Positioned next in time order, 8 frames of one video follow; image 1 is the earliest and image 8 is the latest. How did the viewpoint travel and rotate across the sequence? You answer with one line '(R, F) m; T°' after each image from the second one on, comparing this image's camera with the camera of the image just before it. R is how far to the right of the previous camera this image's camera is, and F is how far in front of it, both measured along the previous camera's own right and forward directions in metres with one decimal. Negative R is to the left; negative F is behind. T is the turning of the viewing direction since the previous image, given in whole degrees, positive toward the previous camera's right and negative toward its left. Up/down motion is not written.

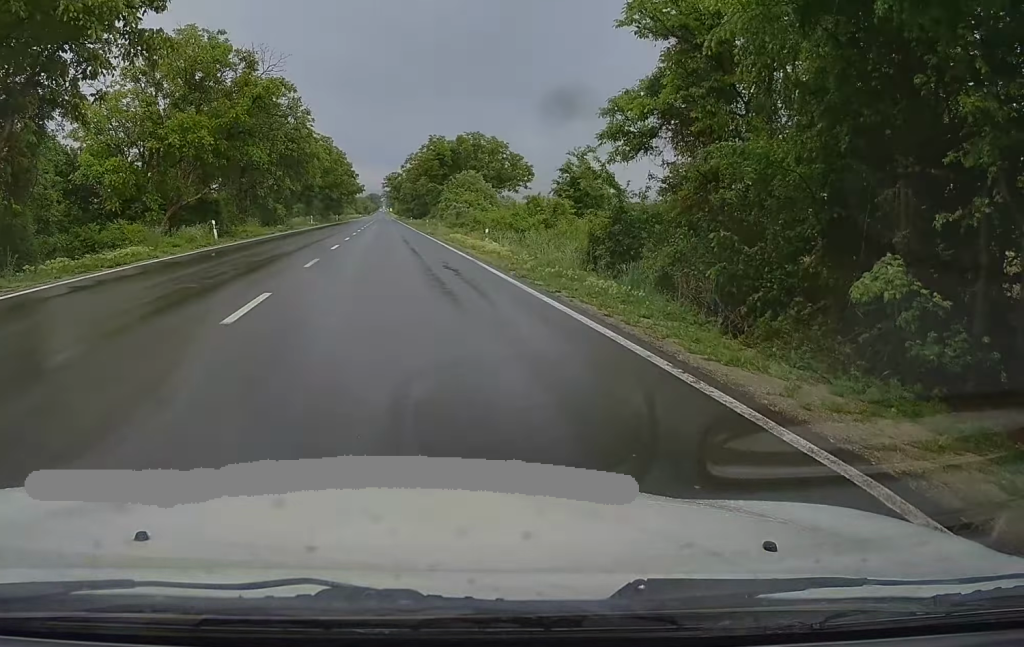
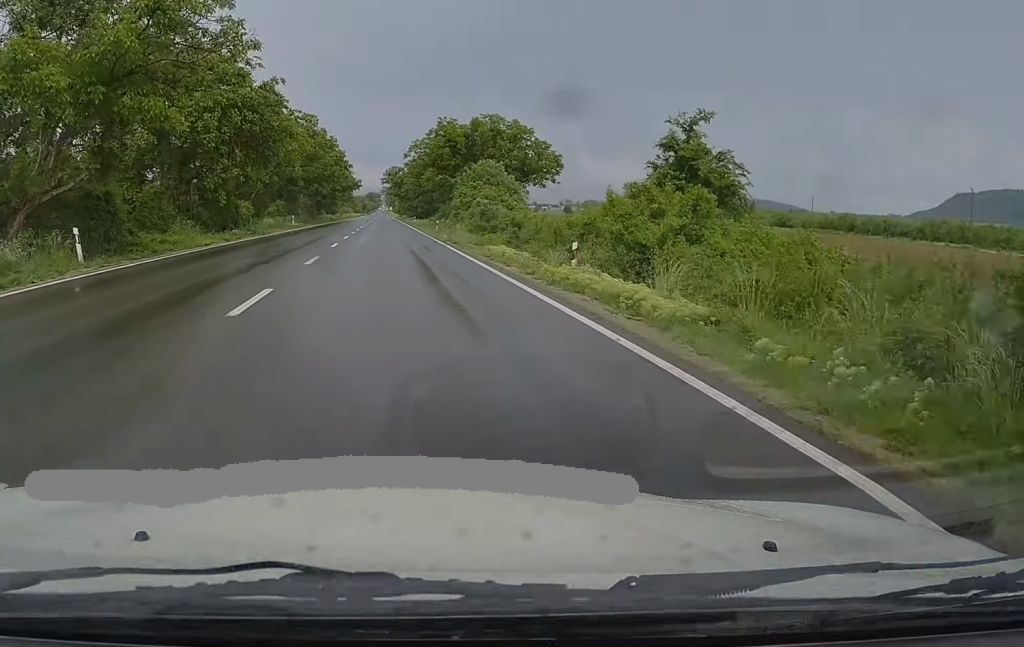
(+0.1, +17.3) m; 0°
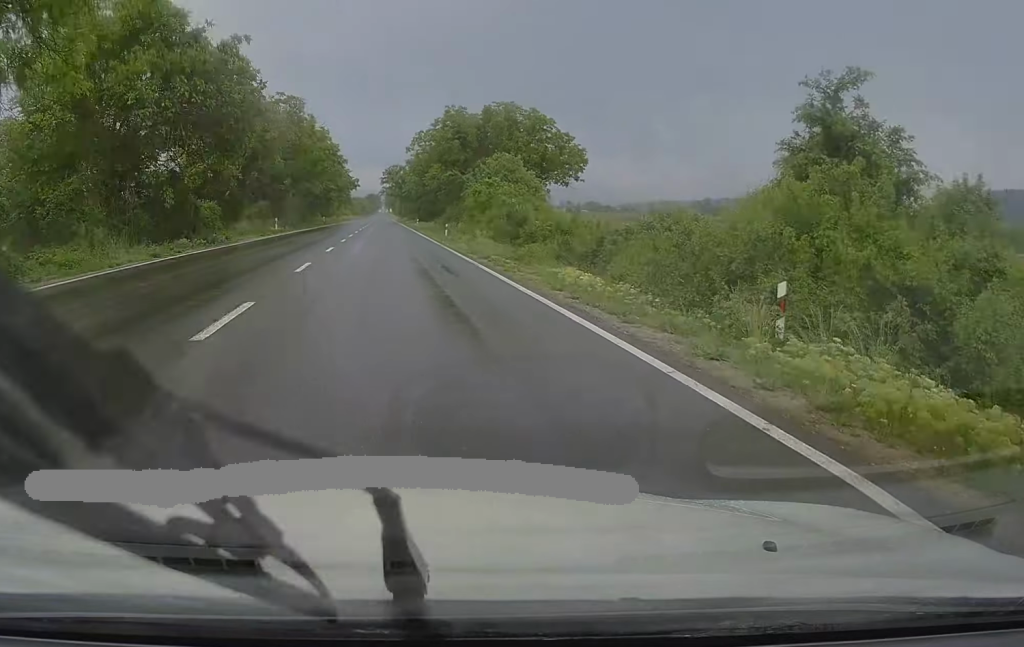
(+0.1, +10.7) m; 0°
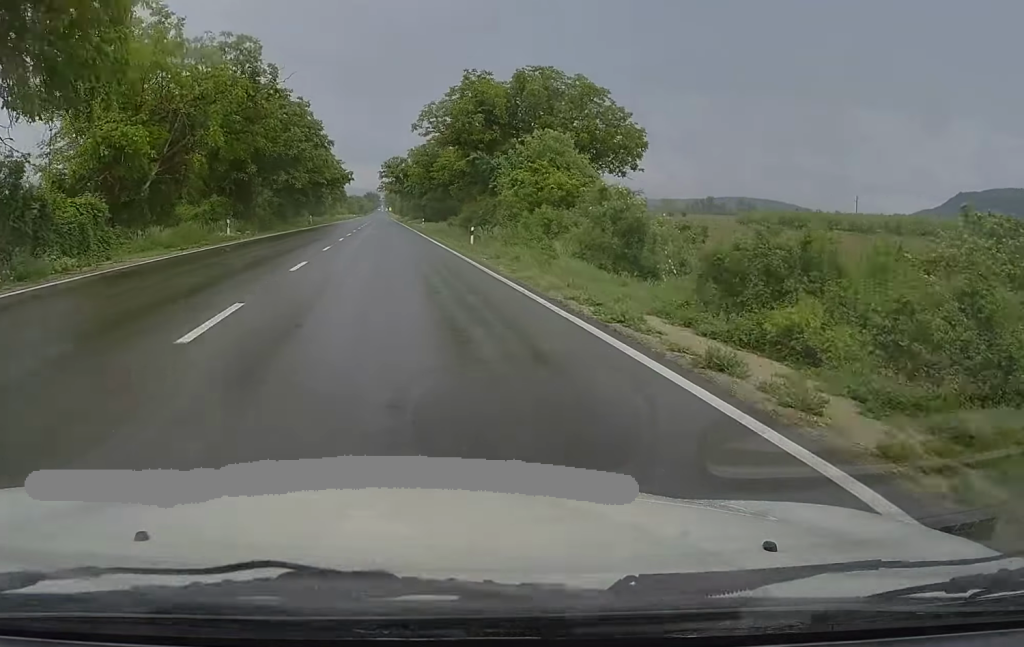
(-0.1, +17.9) m; 0°
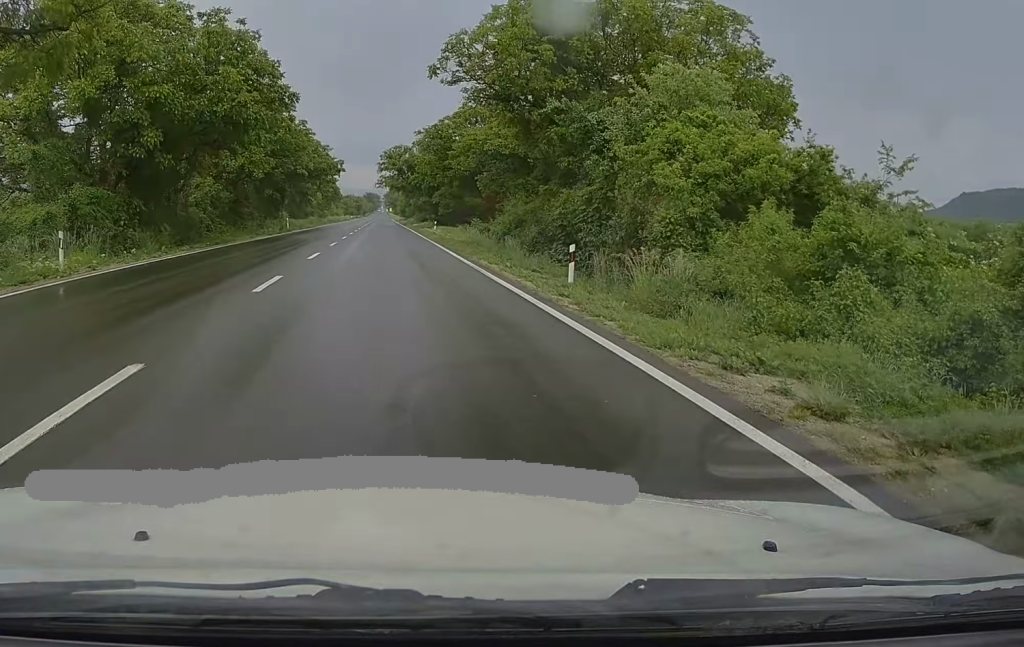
(-0.1, +21.8) m; 0°
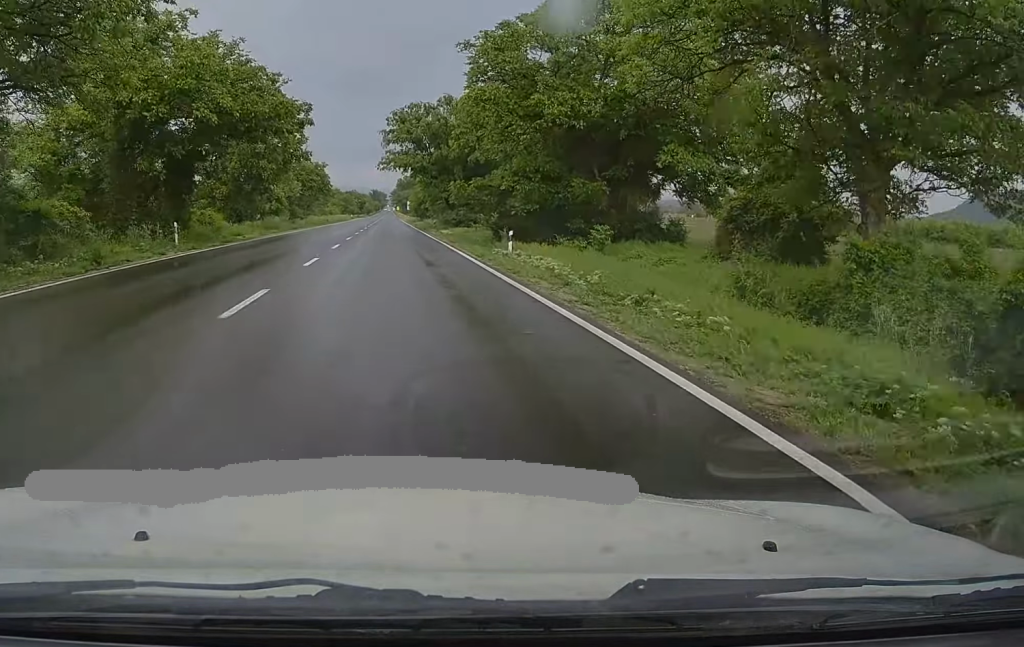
(-0.1, +38.4) m; 0°
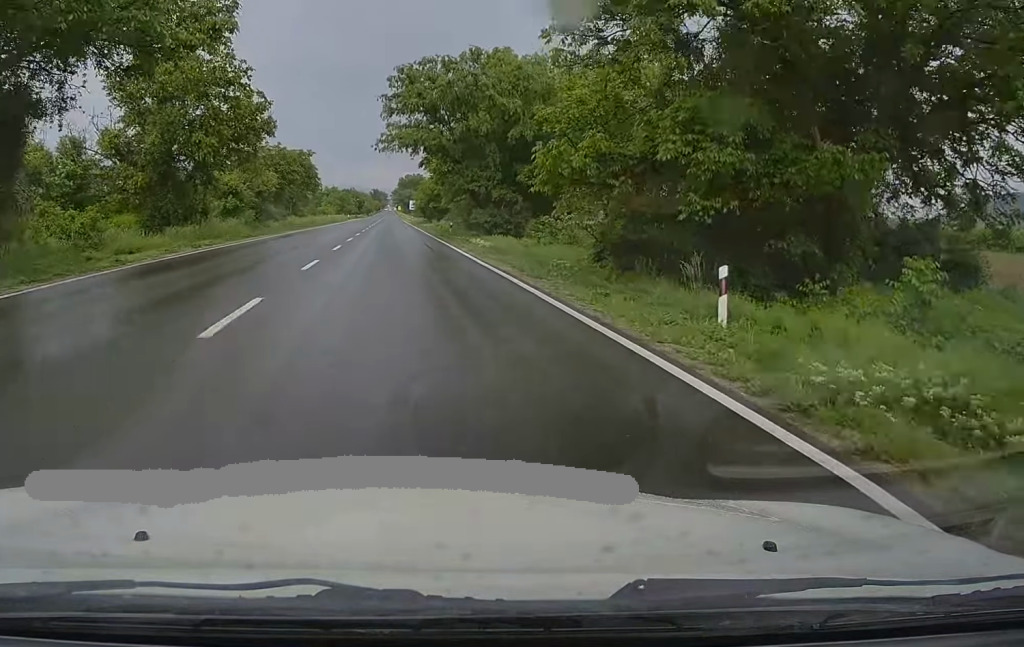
(+0.3, +19.0) m; 0°
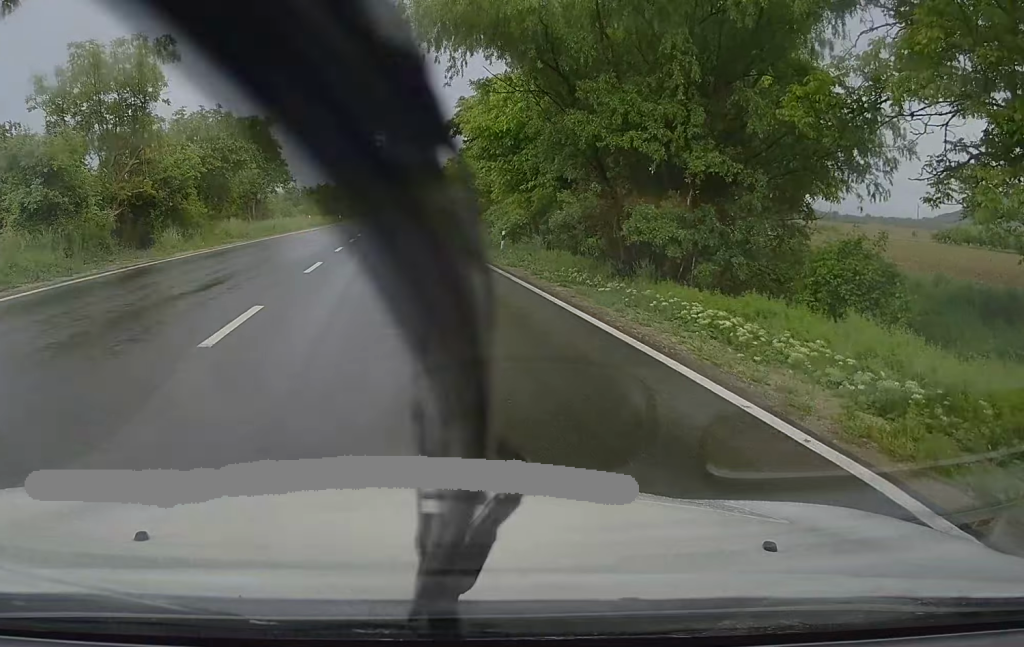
(-0.3, +26.9) m; 0°
